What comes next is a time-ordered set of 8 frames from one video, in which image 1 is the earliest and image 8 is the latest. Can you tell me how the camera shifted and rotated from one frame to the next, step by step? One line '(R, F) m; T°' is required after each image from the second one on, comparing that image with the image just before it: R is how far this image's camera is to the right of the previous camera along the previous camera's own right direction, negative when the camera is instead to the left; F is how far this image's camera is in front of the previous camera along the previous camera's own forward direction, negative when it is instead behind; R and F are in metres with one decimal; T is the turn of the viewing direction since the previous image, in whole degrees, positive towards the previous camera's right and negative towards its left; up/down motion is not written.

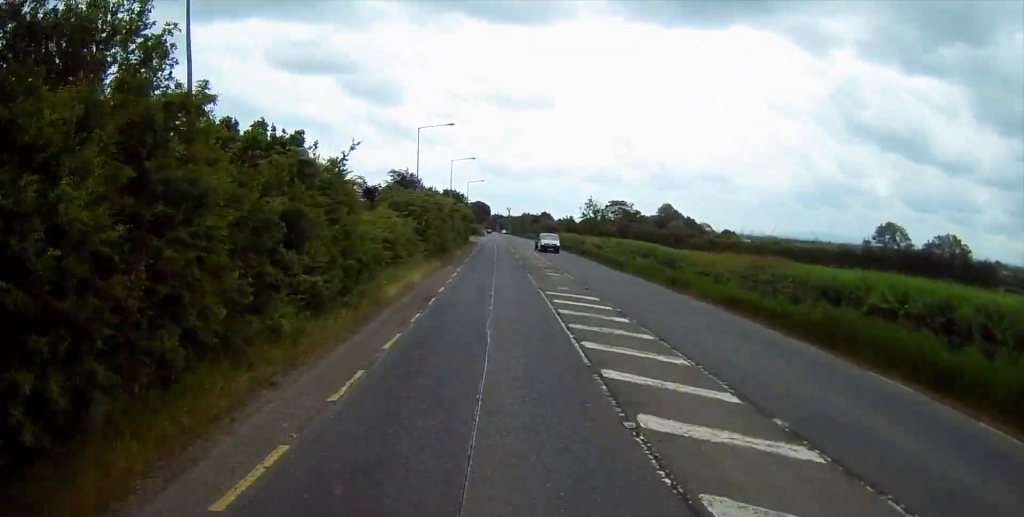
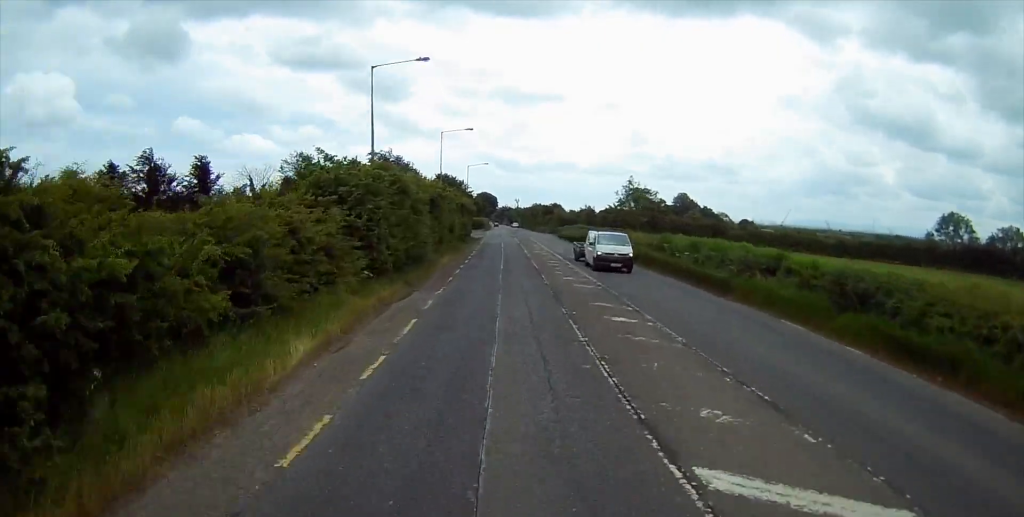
(-0.1, +18.6) m; 0°
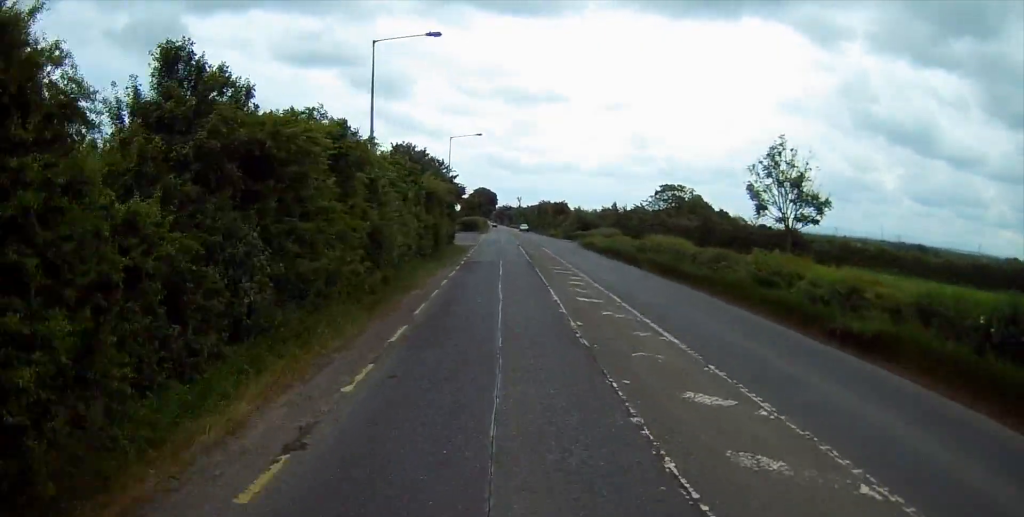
(0.0, +28.9) m; -1°
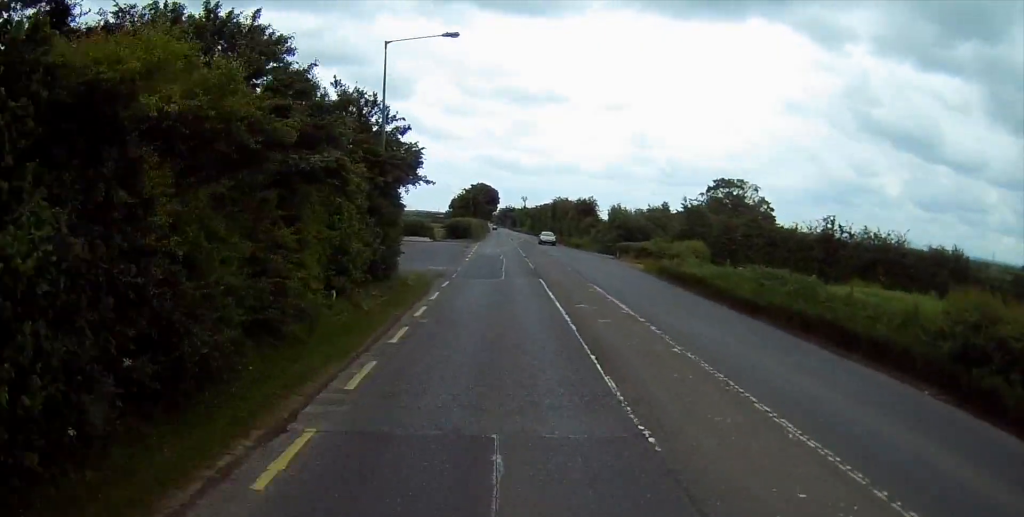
(-0.1, +31.4) m; 0°
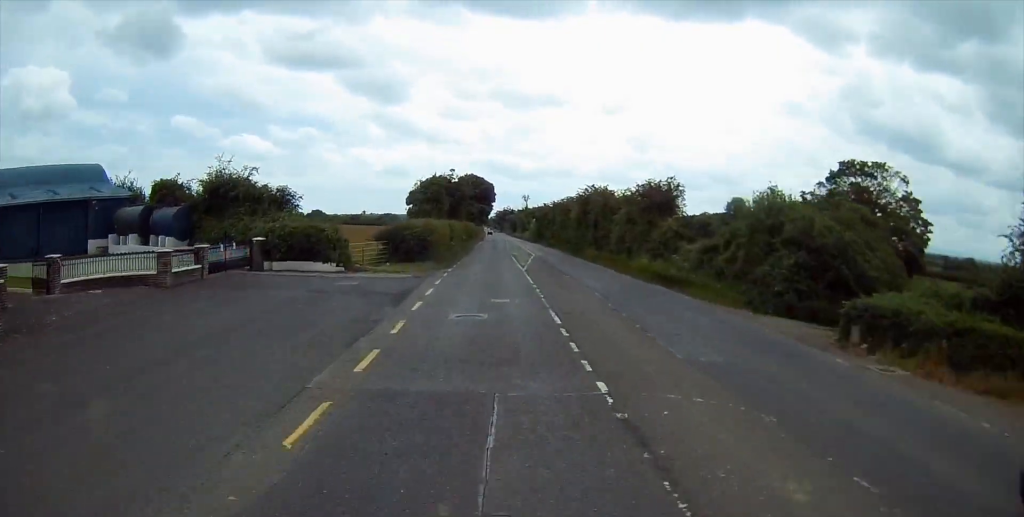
(-0.2, +38.6) m; 0°
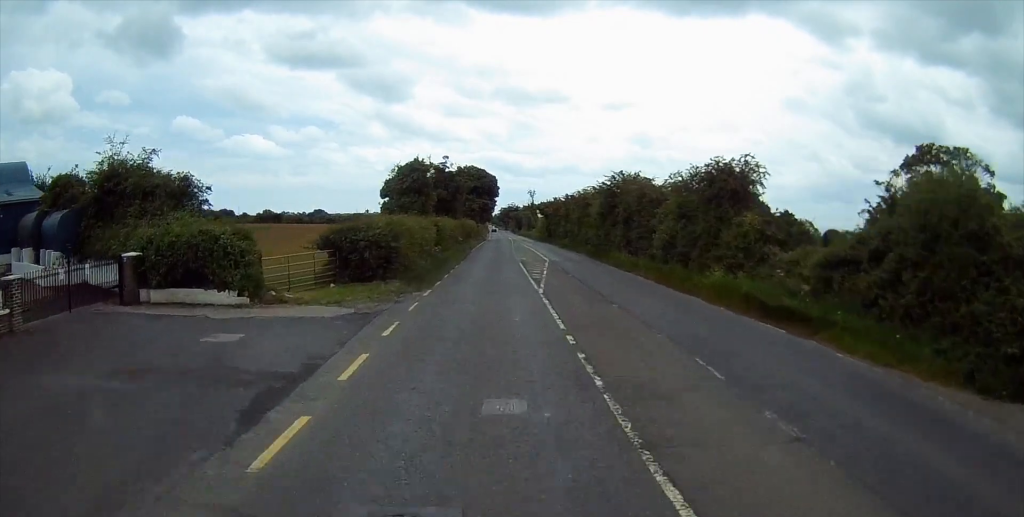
(-0.1, +12.5) m; +1°
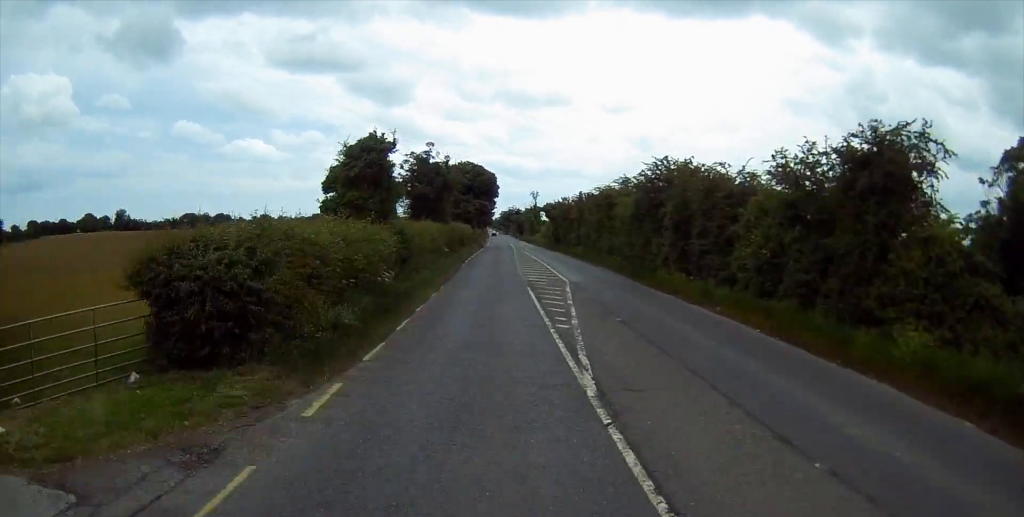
(+0.3, +13.3) m; 0°
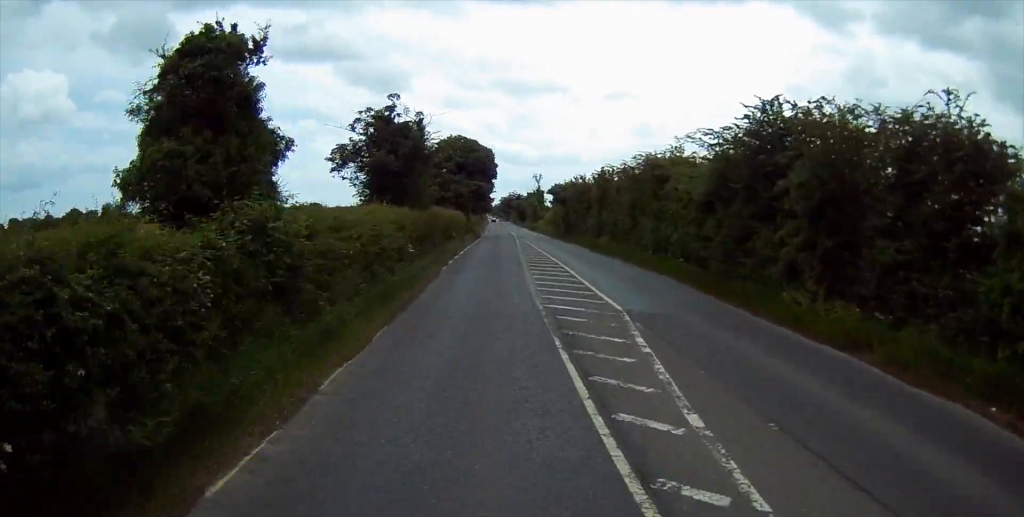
(+0.1, +14.8) m; 0°
